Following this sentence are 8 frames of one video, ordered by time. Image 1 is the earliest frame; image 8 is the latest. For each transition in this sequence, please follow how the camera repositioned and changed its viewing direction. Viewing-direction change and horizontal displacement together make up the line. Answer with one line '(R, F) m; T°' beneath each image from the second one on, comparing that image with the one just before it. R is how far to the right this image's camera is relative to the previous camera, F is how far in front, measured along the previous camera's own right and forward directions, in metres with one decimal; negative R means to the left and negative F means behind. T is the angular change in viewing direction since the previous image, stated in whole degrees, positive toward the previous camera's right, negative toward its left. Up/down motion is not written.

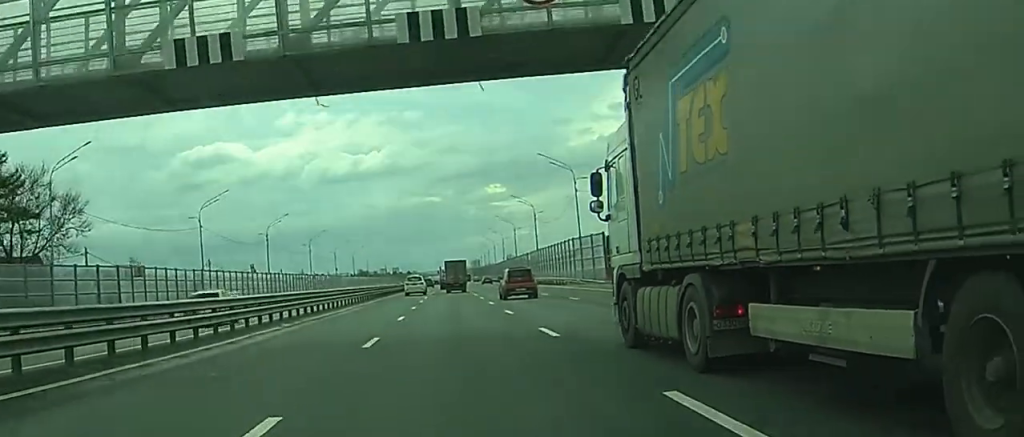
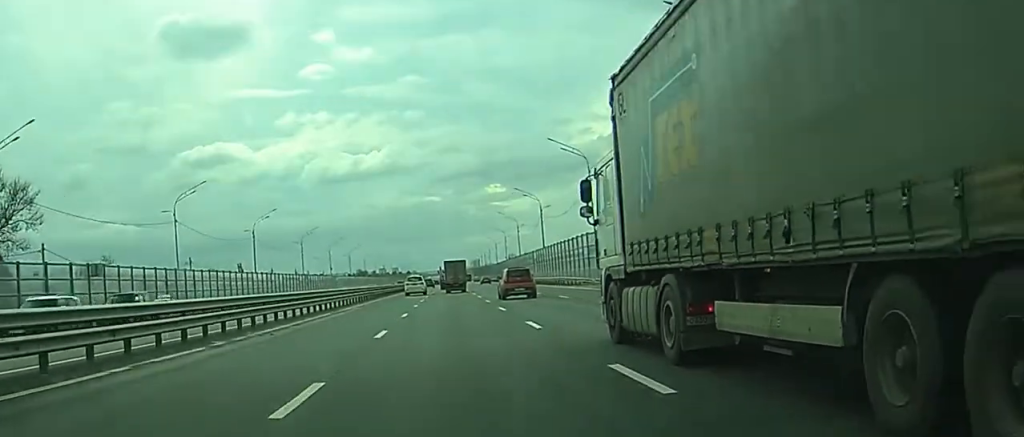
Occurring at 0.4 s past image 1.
(0.0, +8.8) m; 0°
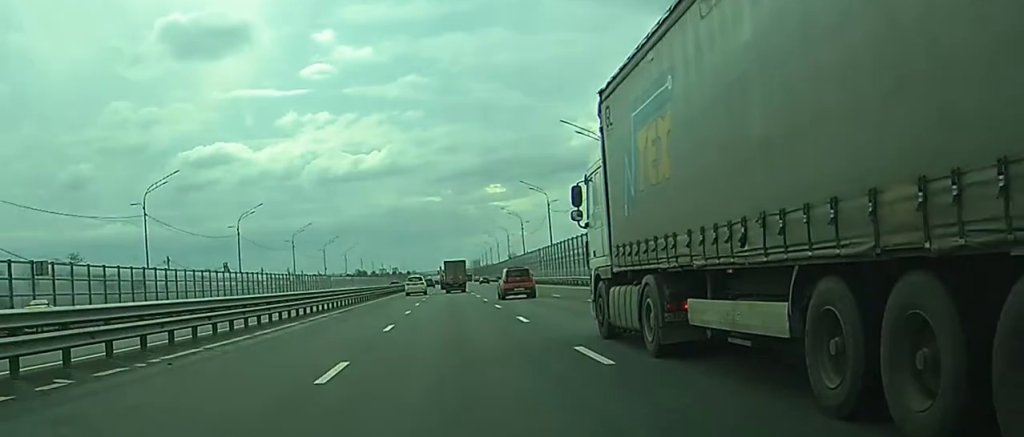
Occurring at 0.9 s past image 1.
(0.0, +8.6) m; 0°
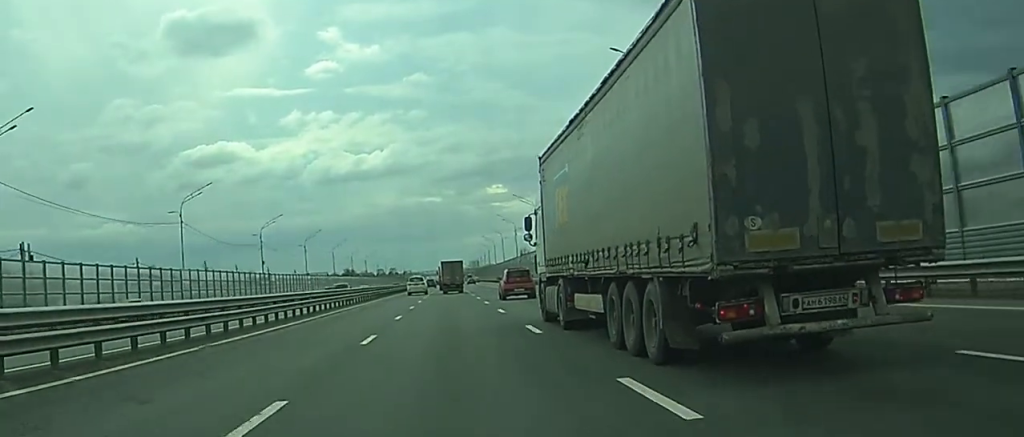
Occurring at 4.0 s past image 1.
(-0.2, +58.8) m; -1°
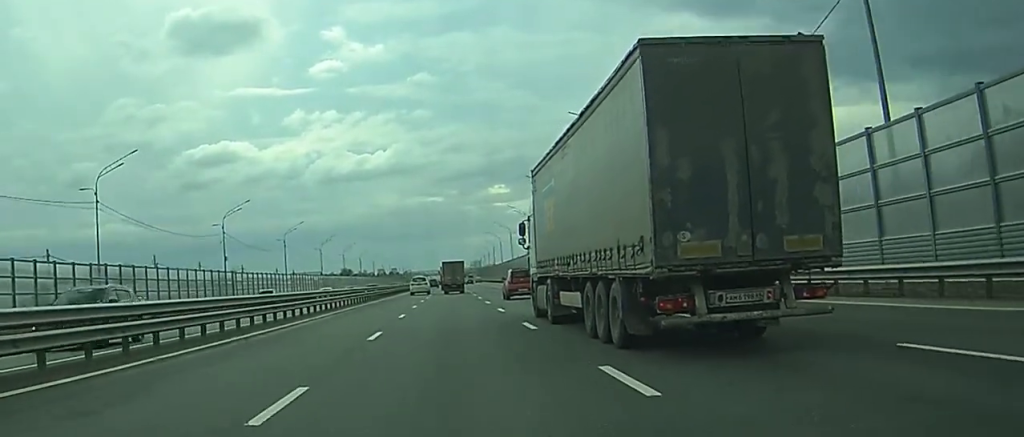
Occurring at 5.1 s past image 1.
(-0.1, +19.3) m; -1°
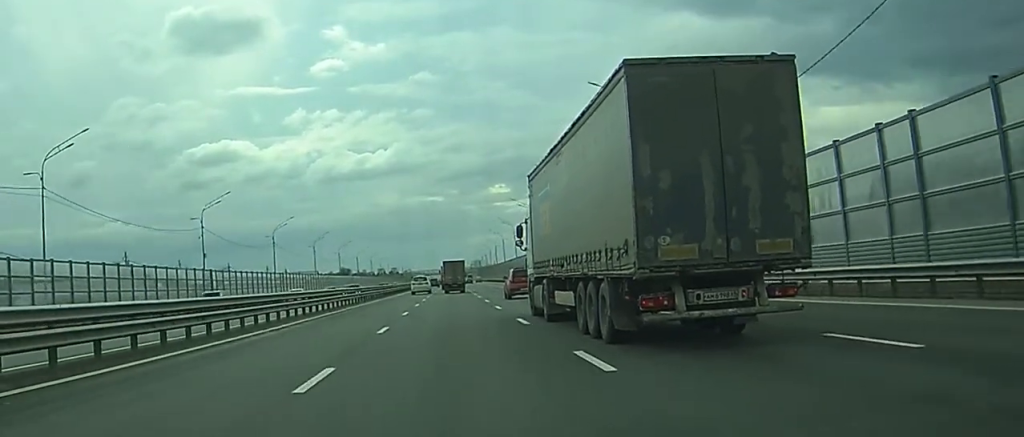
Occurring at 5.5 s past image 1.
(0.0, +8.3) m; 0°
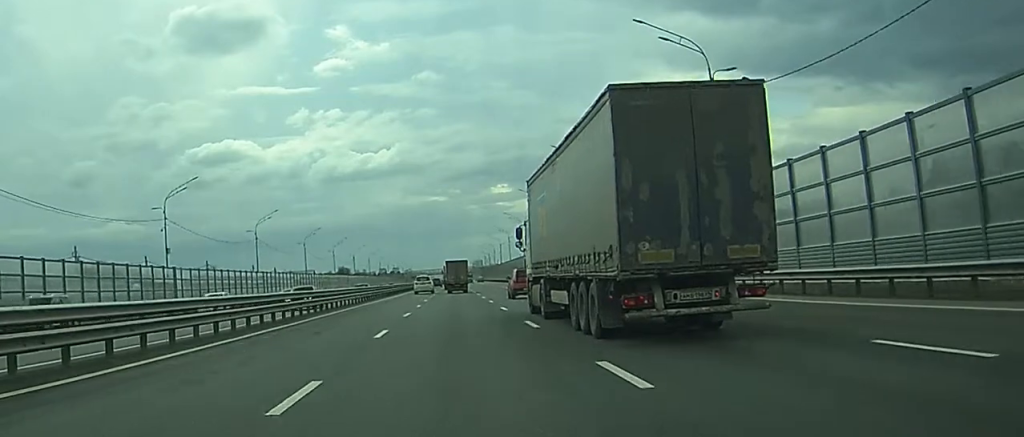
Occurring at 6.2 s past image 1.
(0.0, +12.7) m; 0°
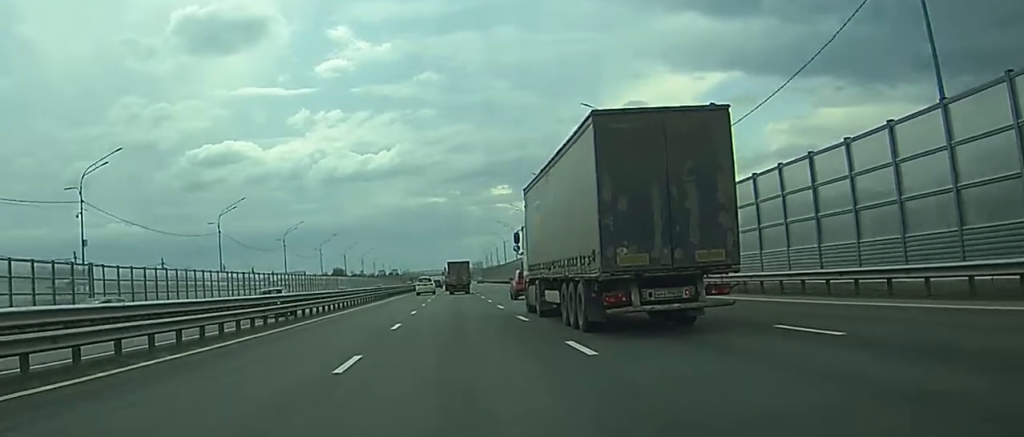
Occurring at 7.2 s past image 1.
(+0.1, +21.5) m; 0°
